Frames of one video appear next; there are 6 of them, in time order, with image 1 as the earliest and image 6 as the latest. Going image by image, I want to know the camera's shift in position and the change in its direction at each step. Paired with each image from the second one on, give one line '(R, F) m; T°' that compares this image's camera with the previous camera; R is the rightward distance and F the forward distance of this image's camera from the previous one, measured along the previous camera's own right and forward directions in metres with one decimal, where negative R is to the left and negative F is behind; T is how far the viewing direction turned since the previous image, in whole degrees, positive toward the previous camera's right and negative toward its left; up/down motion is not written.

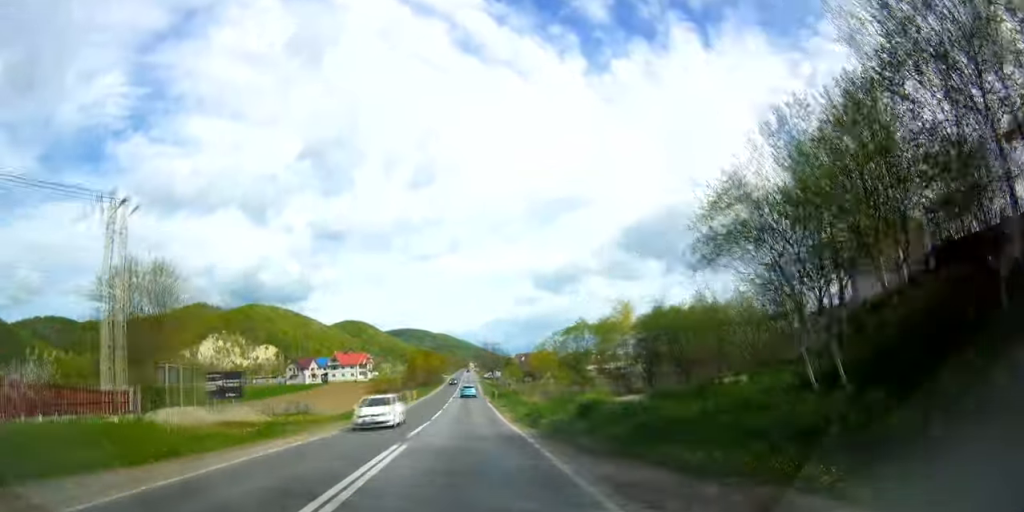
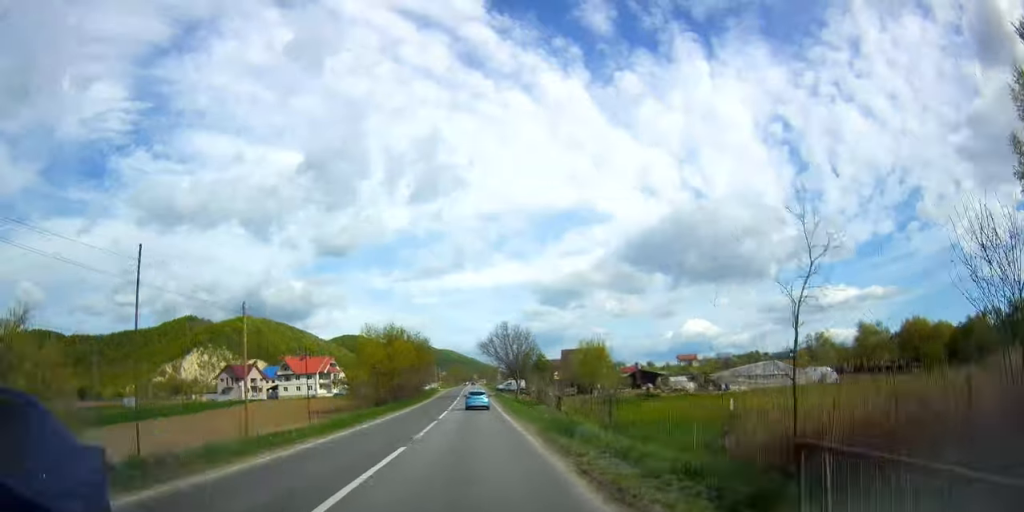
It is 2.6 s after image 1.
(+0.4, +62.1) m; 0°
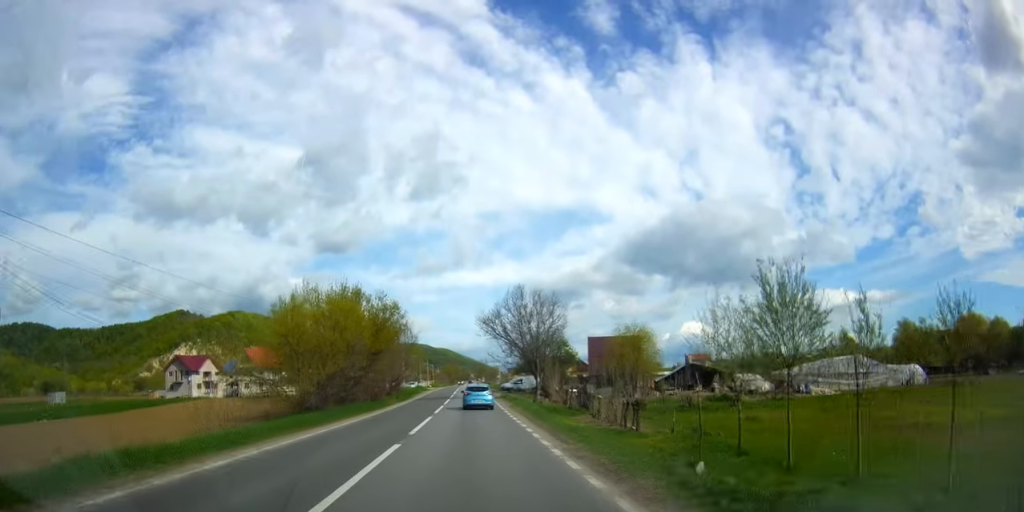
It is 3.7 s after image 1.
(-0.2, +27.2) m; -1°
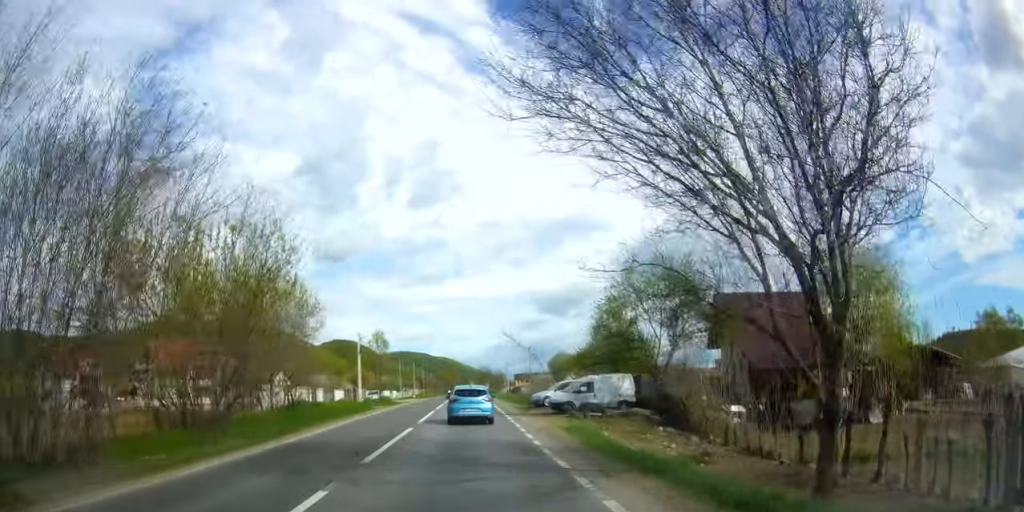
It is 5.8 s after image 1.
(-0.2, +42.1) m; 0°
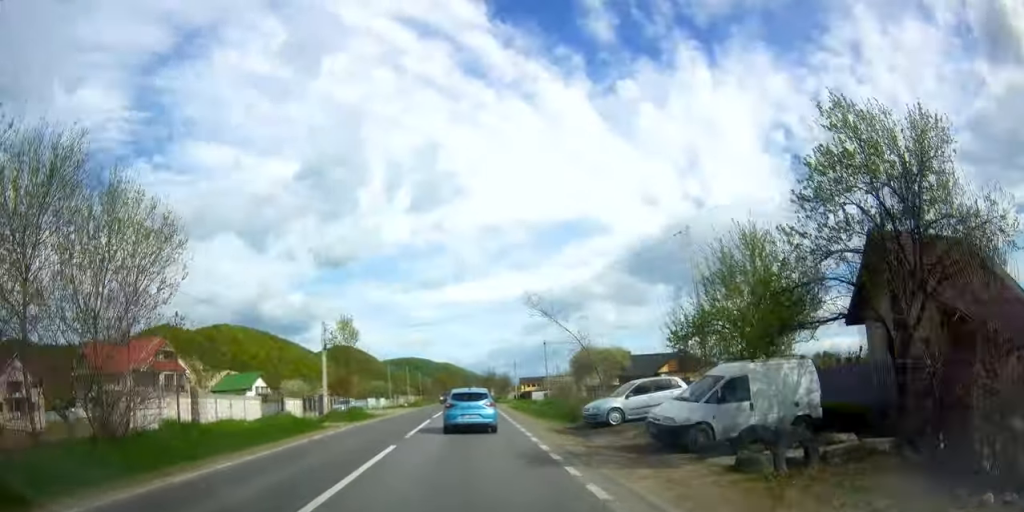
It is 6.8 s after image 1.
(+0.1, +18.2) m; +1°
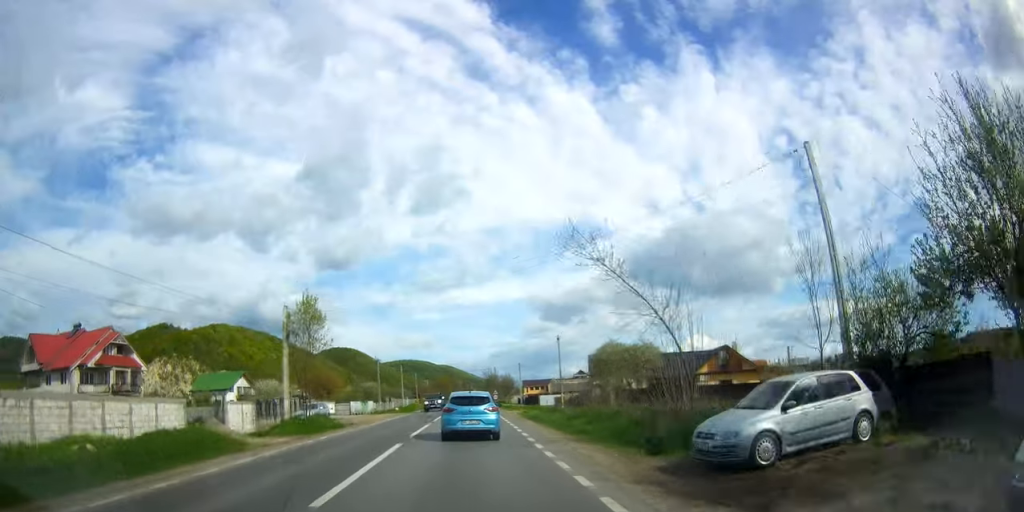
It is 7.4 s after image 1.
(0.0, +12.3) m; 0°
